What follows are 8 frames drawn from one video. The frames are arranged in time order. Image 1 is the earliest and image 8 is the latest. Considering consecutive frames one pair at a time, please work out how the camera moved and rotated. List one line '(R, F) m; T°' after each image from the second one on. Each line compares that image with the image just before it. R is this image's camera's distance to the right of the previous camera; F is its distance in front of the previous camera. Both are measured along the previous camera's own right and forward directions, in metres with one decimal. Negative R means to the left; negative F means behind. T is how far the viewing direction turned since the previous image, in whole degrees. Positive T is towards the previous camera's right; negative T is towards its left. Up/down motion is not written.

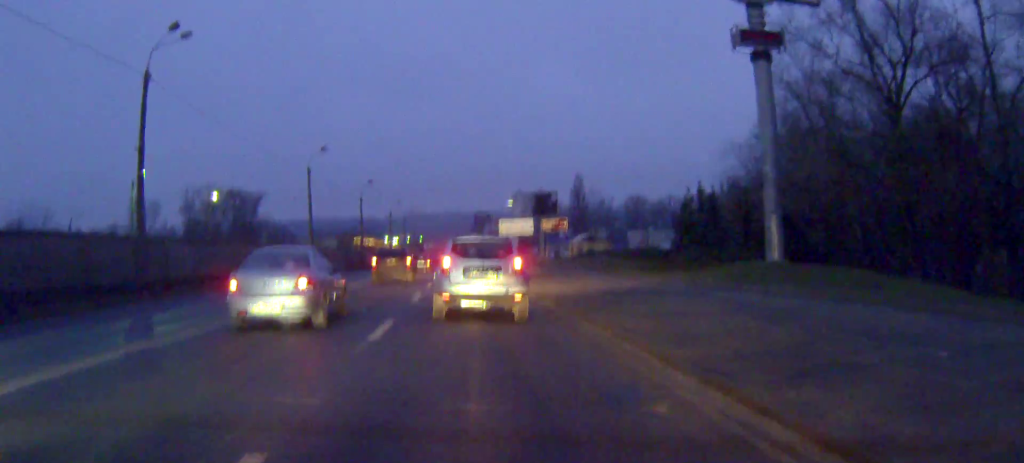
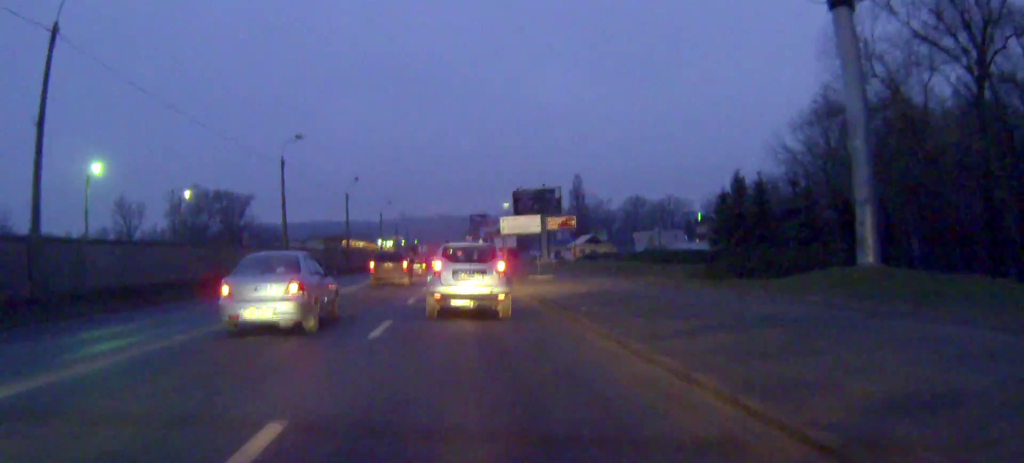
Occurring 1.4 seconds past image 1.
(0.0, +9.3) m; 0°
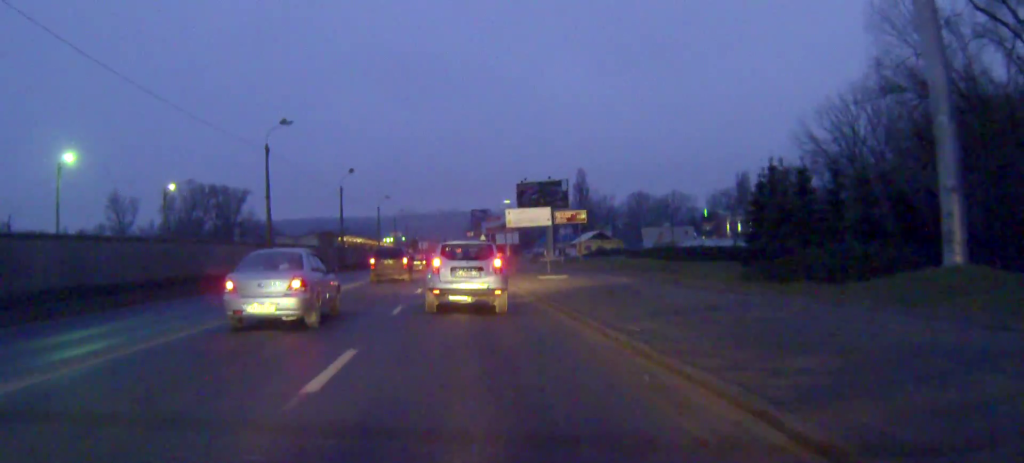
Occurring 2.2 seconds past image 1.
(0.0, +5.3) m; 0°
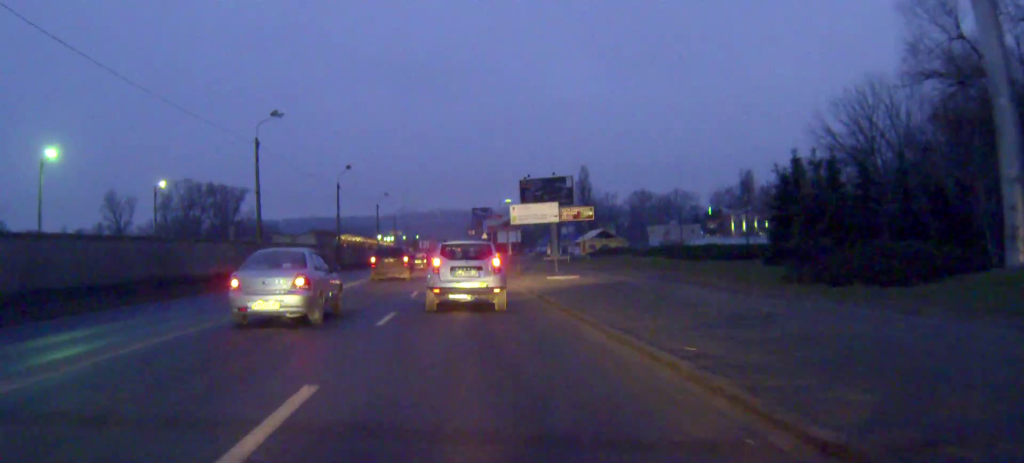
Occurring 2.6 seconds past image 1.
(0.0, +3.1) m; 0°
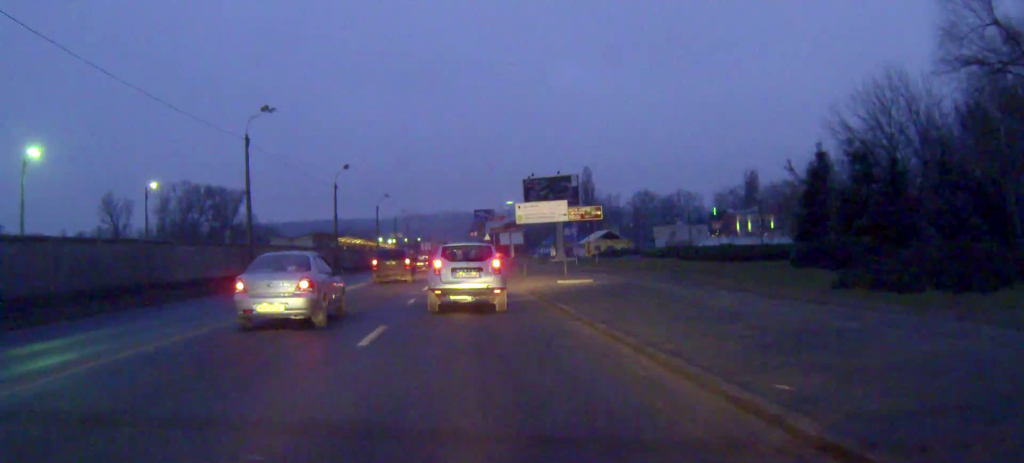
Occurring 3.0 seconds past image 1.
(0.0, +3.0) m; 0°
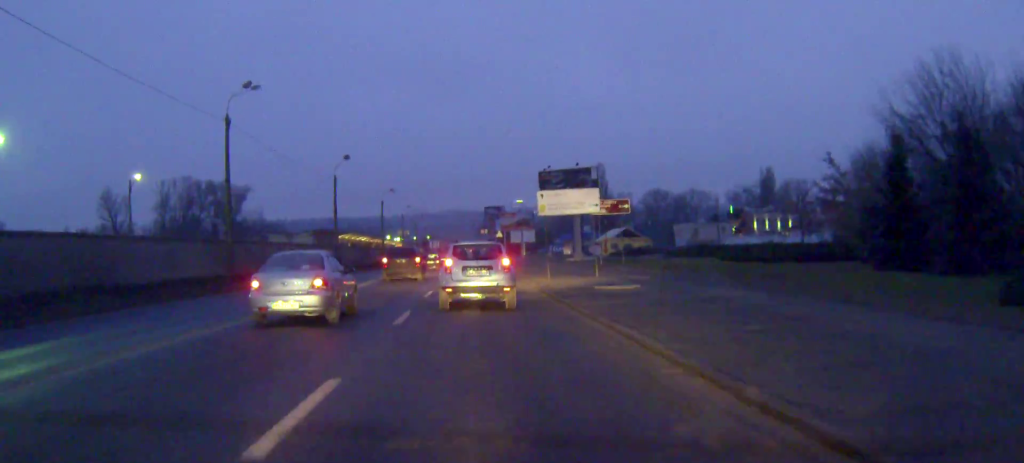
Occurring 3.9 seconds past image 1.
(+0.1, +6.6) m; 0°
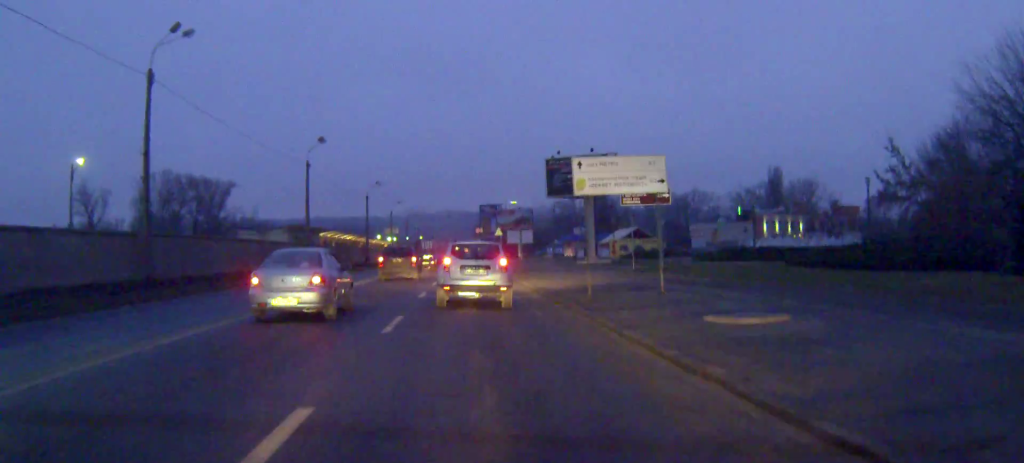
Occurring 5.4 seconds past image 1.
(-0.1, +12.3) m; 0°
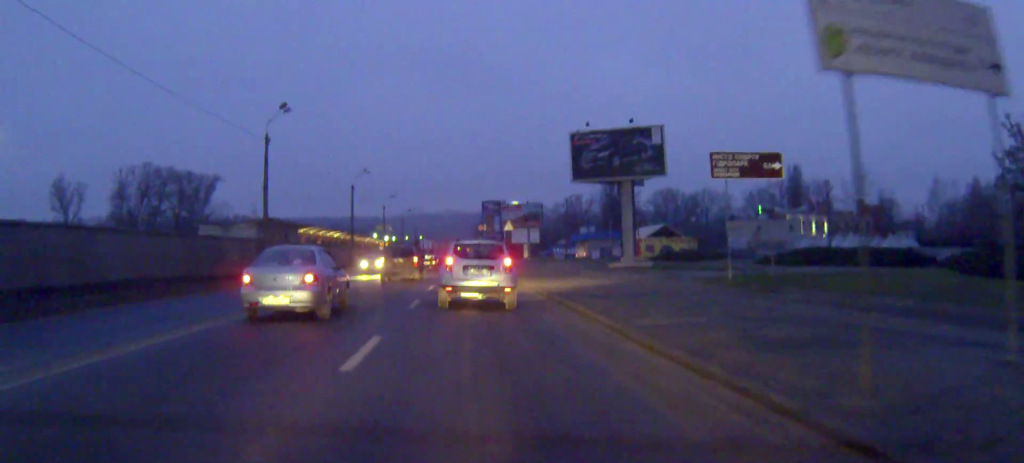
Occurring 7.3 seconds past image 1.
(+0.1, +15.3) m; -1°
